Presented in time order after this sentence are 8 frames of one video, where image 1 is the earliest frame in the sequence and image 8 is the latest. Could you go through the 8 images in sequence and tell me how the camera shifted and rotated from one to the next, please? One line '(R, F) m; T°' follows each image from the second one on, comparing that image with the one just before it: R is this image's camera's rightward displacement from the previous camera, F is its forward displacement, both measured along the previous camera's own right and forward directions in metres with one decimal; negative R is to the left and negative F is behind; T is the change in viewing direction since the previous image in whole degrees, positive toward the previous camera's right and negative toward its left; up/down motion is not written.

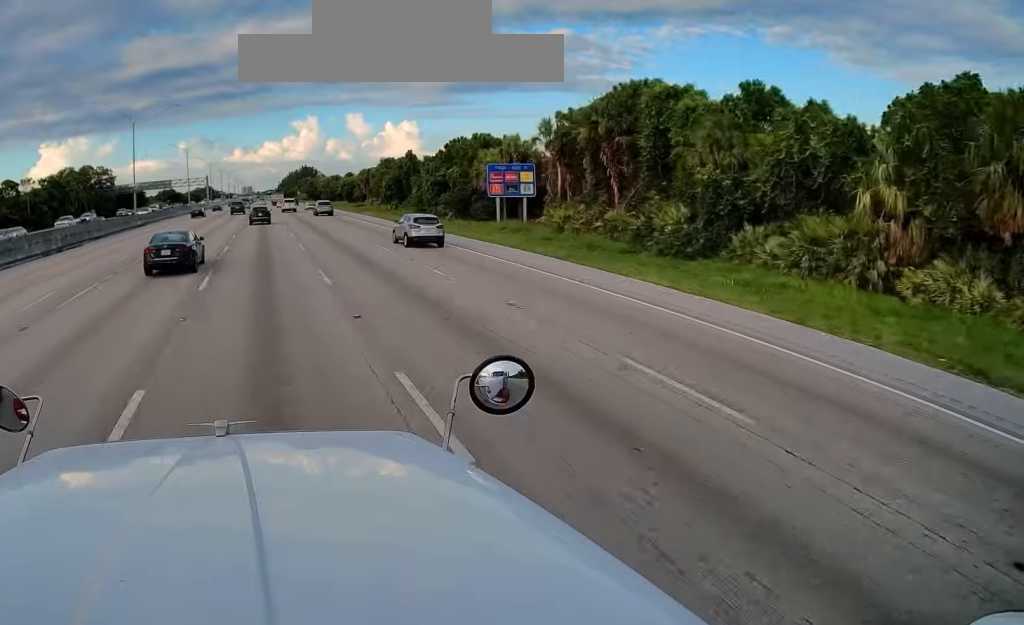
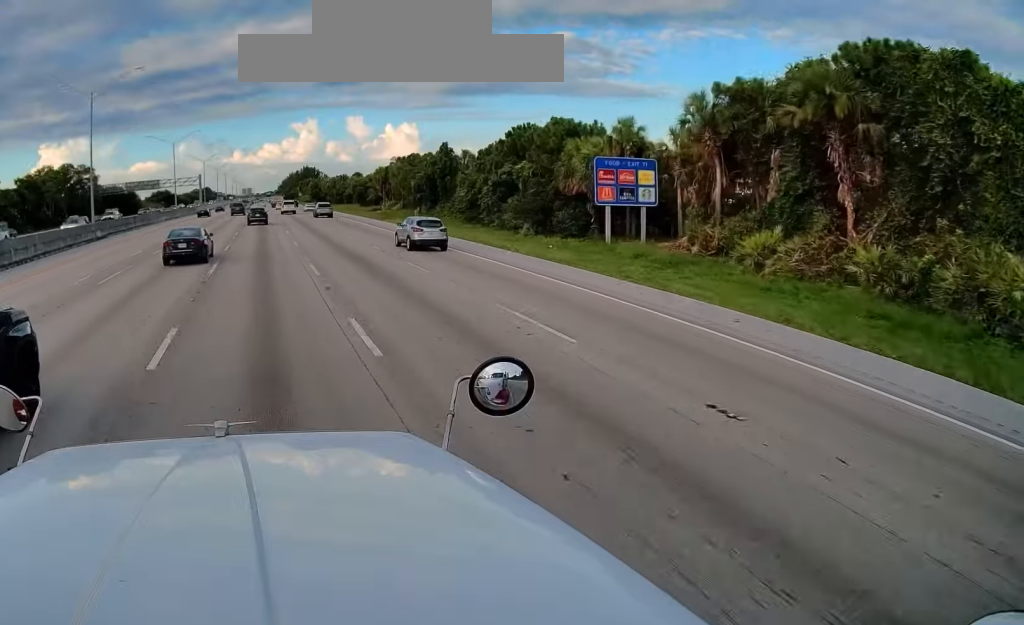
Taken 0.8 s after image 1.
(+0.1, +20.8) m; 0°
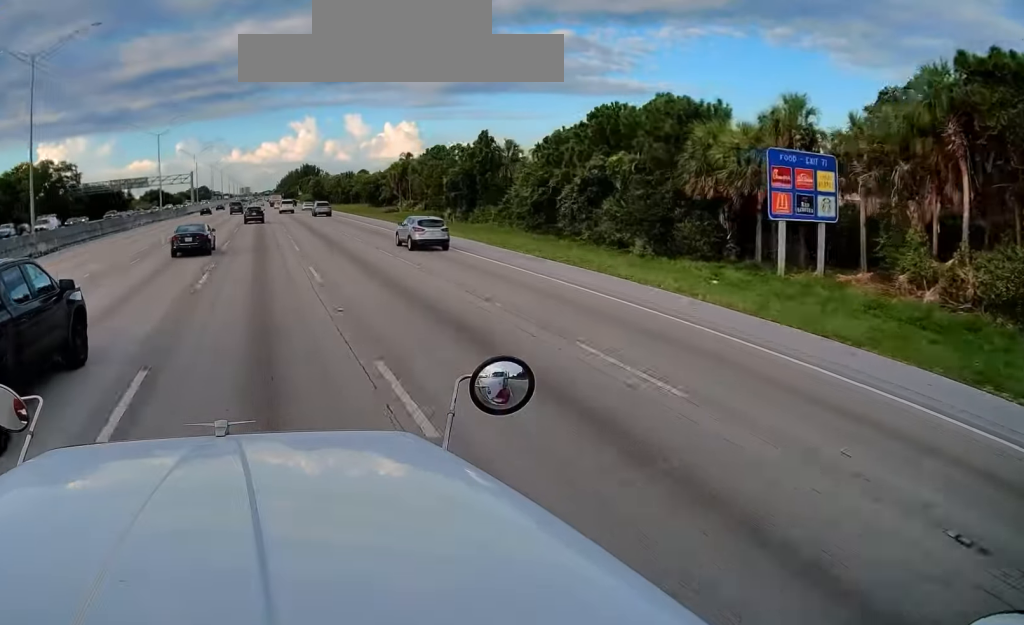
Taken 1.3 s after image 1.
(0.0, +15.6) m; 0°
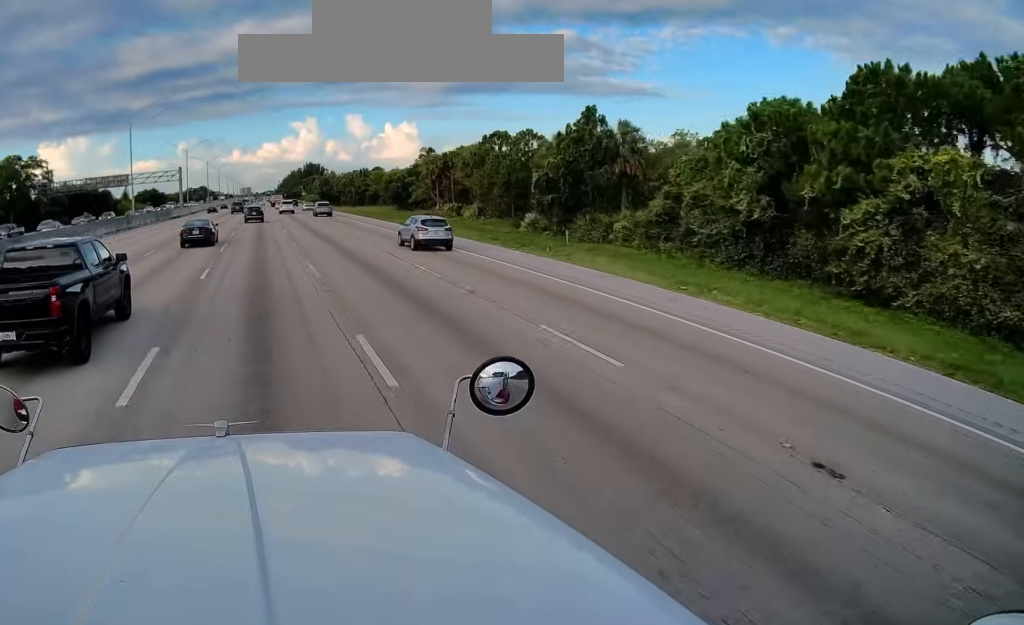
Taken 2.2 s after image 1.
(0.0, +25.3) m; 0°
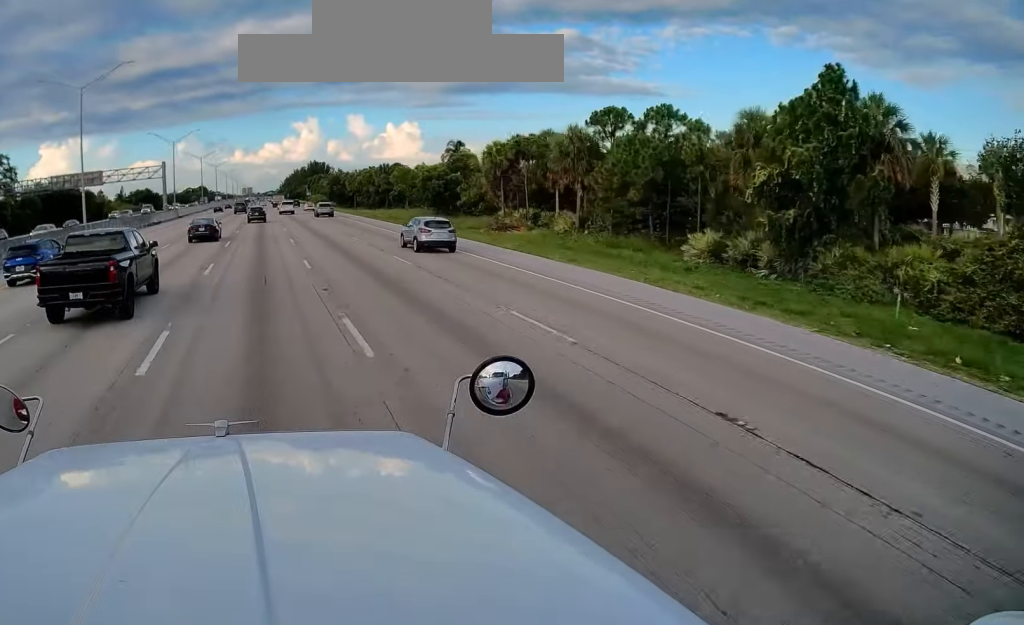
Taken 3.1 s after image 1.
(0.0, +24.4) m; 0°
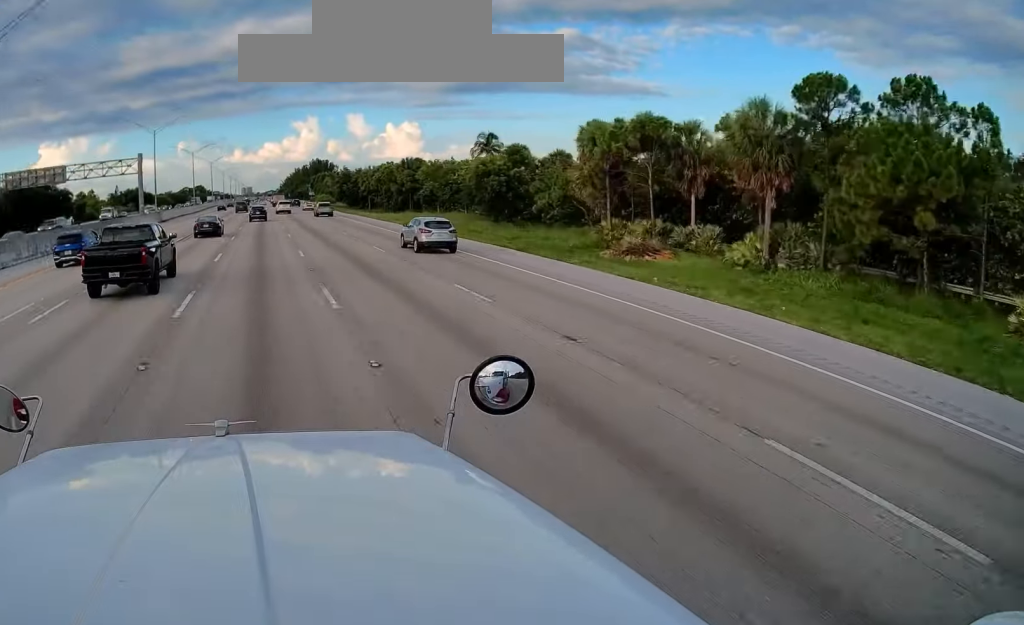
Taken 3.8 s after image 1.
(-0.1, +23.7) m; 0°
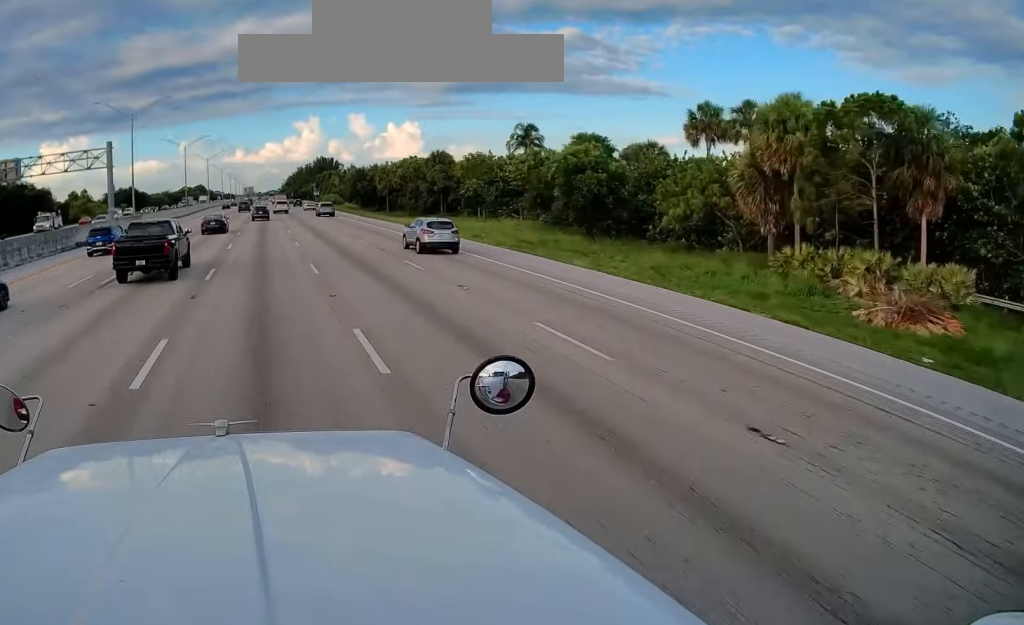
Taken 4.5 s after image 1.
(-0.1, +21.6) m; 0°
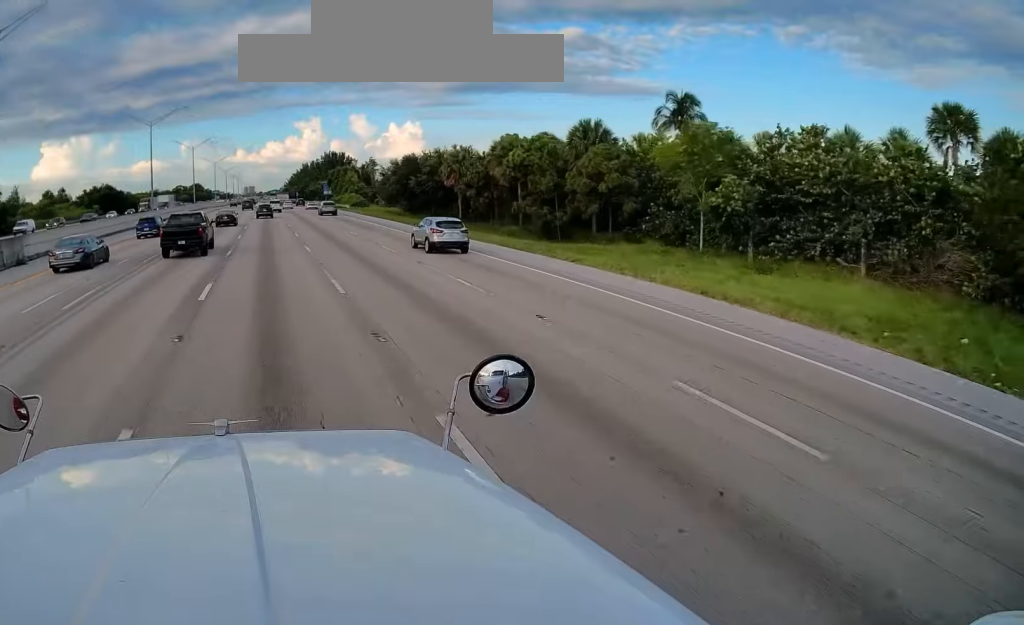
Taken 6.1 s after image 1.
(0.0, +46.0) m; 0°
